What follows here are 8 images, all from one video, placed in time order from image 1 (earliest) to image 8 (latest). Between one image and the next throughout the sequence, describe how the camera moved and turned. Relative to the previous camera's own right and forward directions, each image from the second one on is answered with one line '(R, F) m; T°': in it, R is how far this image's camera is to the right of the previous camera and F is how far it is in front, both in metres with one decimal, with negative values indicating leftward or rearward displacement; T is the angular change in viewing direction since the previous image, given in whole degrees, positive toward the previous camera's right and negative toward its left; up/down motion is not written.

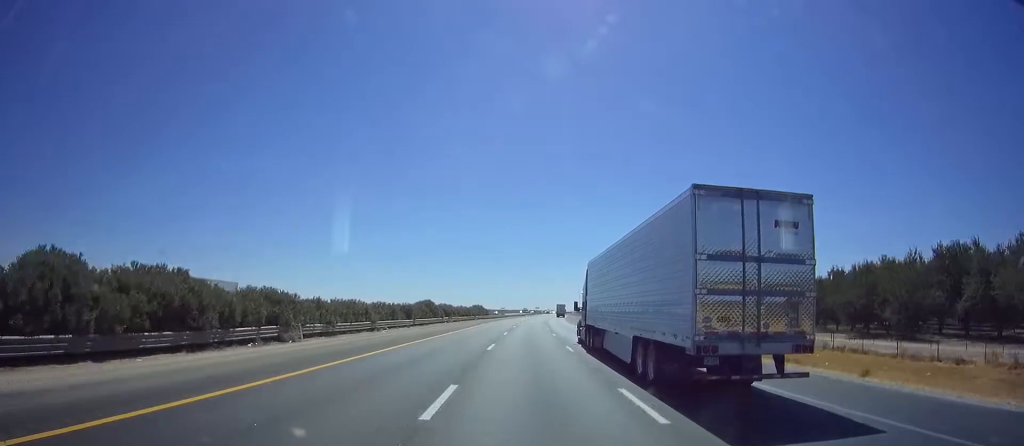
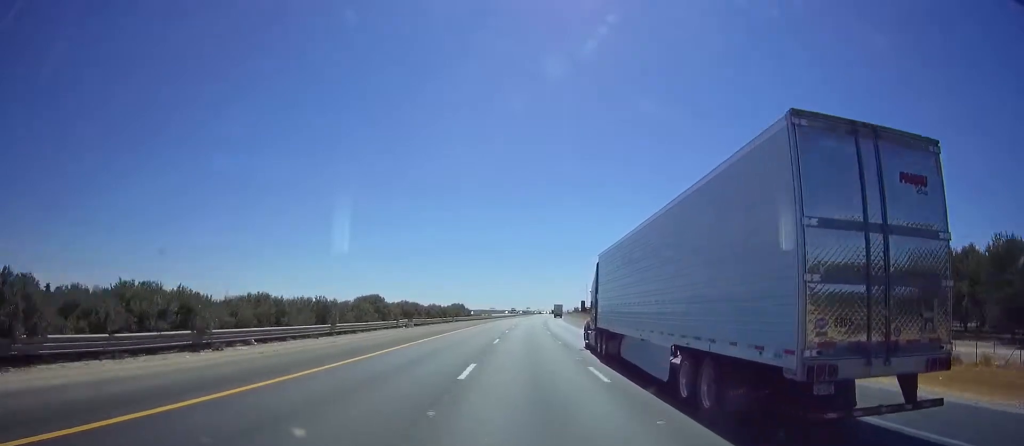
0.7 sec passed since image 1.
(+0.5, +24.4) m; +1°
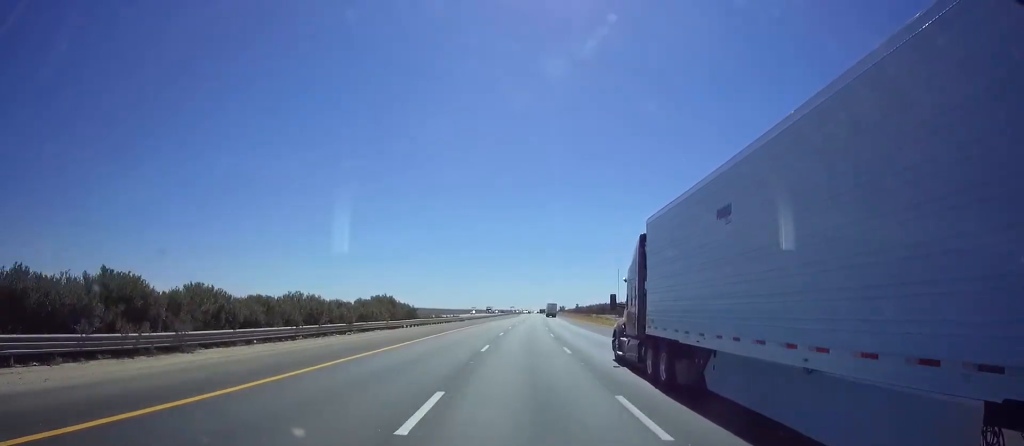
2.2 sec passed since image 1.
(+0.7, +49.9) m; +2°
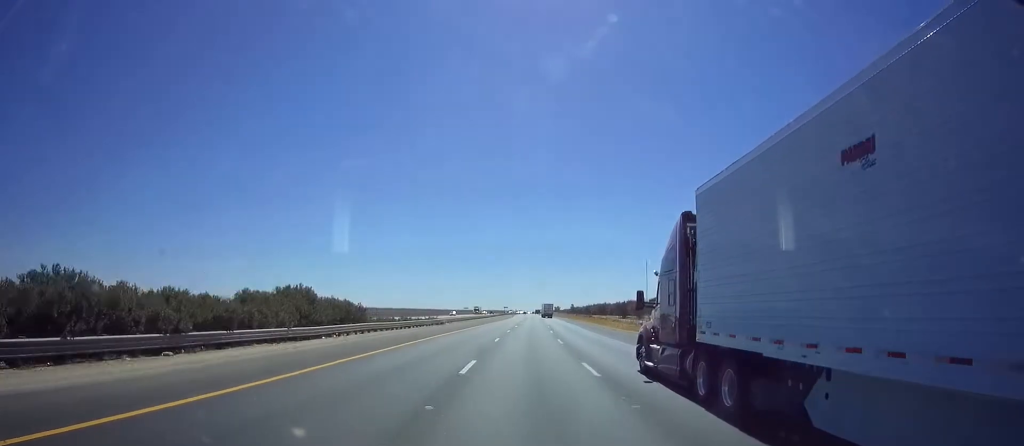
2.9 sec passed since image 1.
(+0.3, +22.2) m; +1°
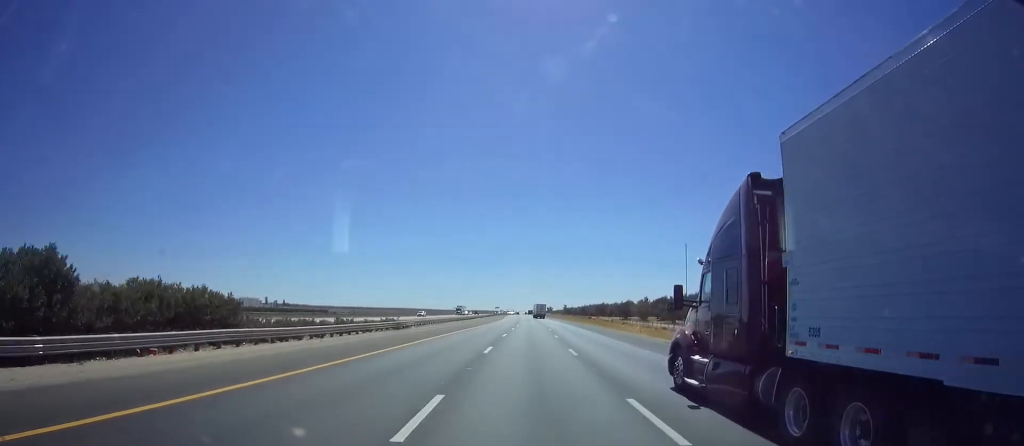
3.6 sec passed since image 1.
(+0.1, +22.3) m; 0°
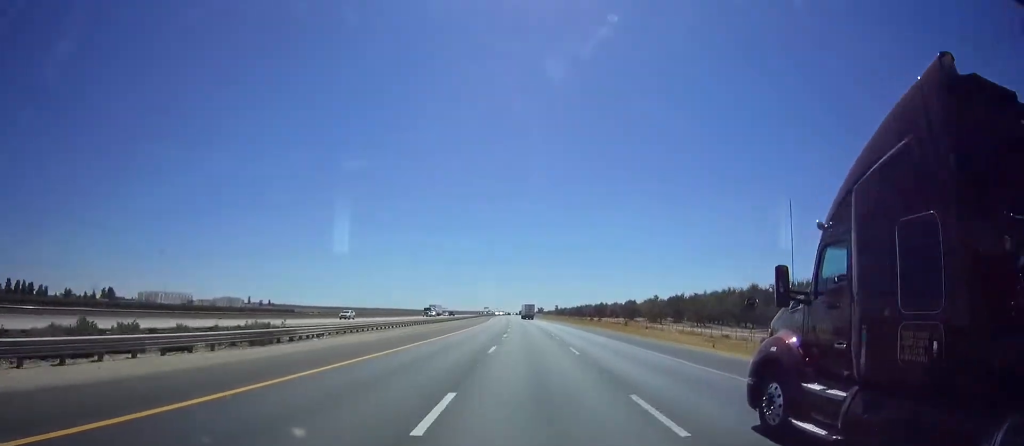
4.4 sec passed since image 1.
(0.0, +28.9) m; +1°
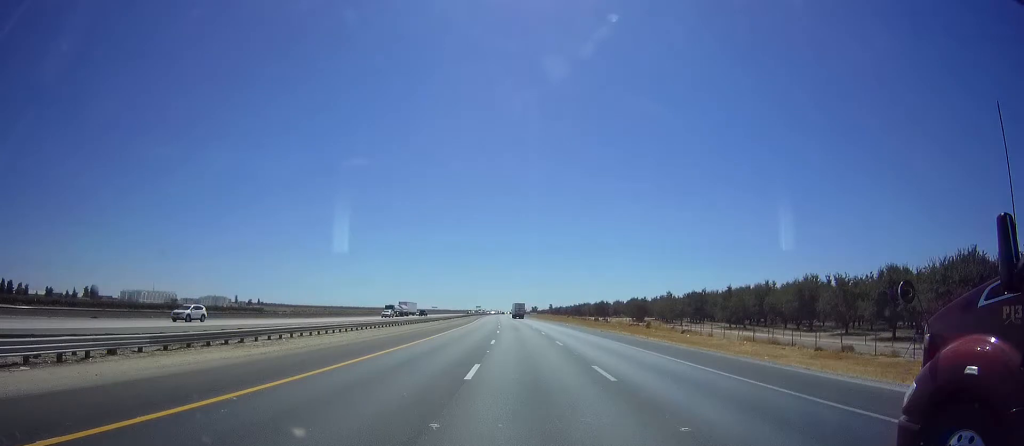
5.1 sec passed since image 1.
(0.0, +23.4) m; +1°
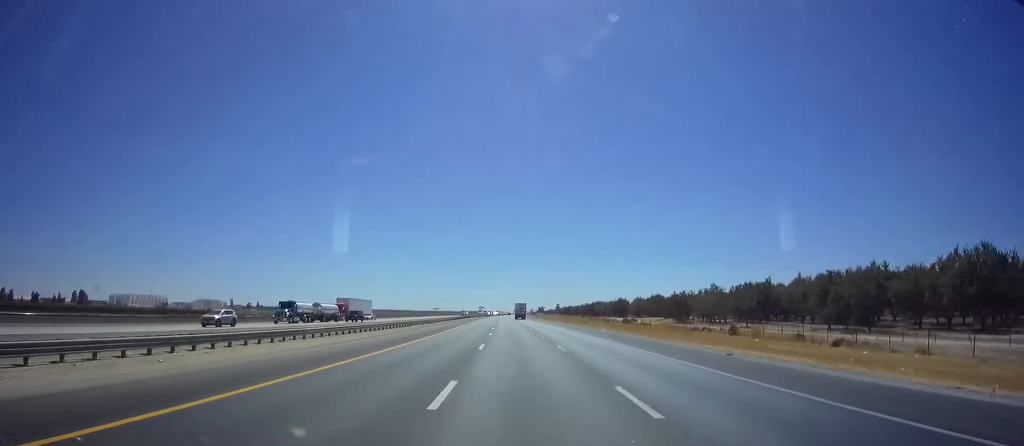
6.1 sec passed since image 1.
(+0.4, +33.4) m; 0°
